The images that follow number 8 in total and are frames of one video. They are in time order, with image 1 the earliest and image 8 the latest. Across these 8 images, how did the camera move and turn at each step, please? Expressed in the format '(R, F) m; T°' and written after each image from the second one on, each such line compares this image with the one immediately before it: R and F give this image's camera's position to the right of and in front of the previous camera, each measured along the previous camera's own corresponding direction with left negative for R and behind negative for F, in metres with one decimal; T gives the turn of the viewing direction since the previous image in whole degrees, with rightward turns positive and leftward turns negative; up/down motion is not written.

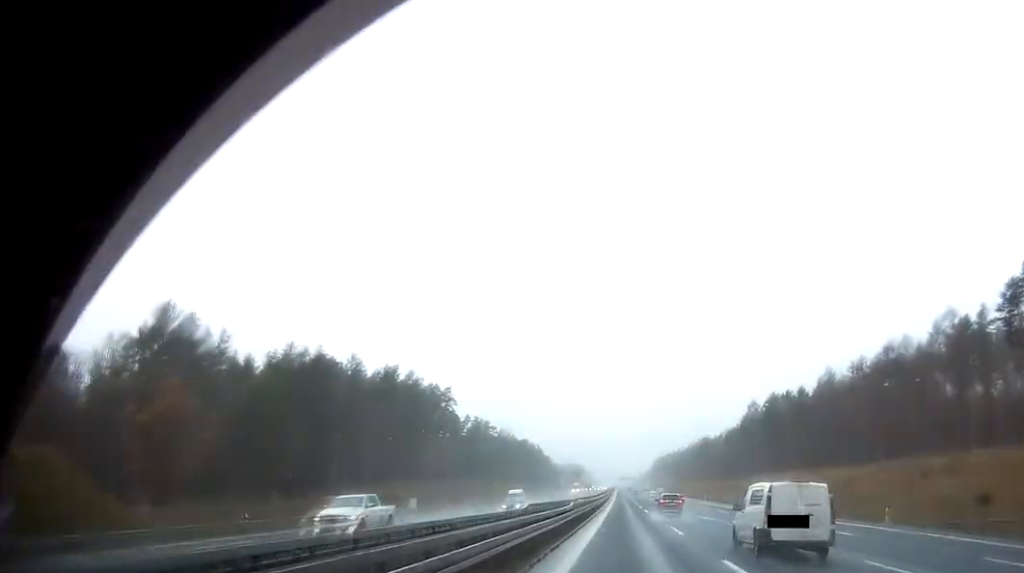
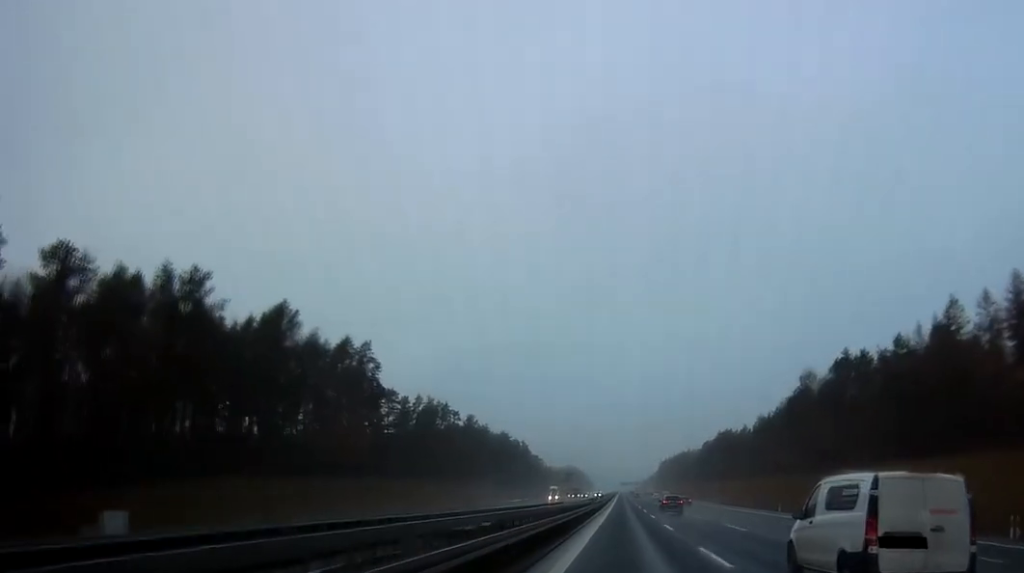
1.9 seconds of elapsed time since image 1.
(+0.2, +66.9) m; 0°
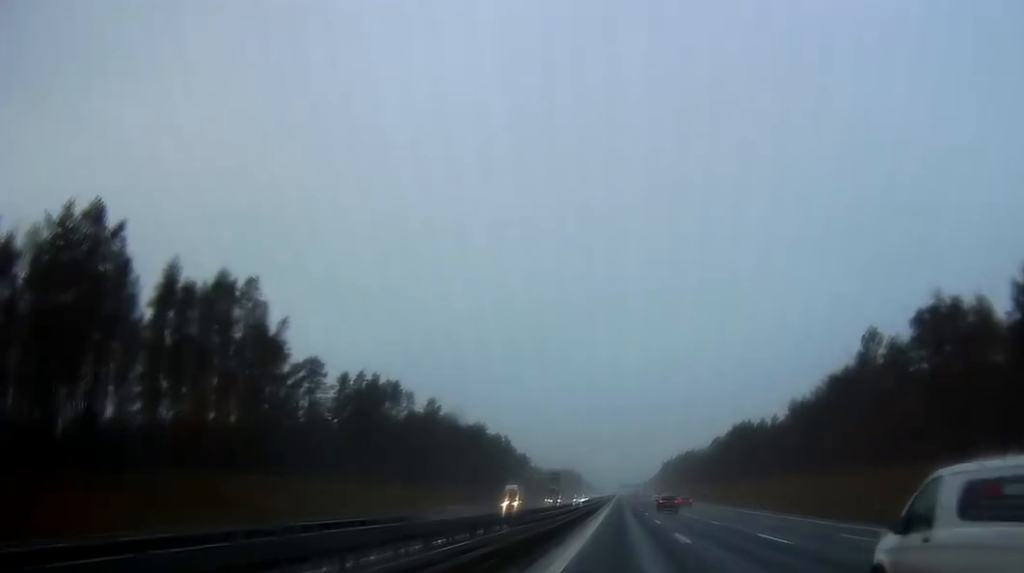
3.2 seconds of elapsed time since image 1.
(-0.1, +44.8) m; 0°
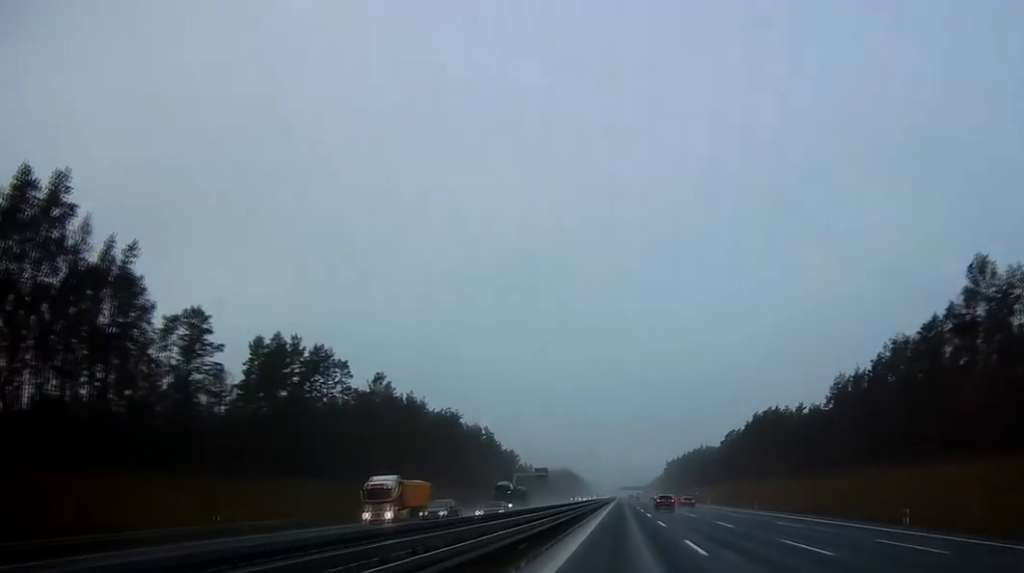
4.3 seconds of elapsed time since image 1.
(+0.1, +41.1) m; 0°
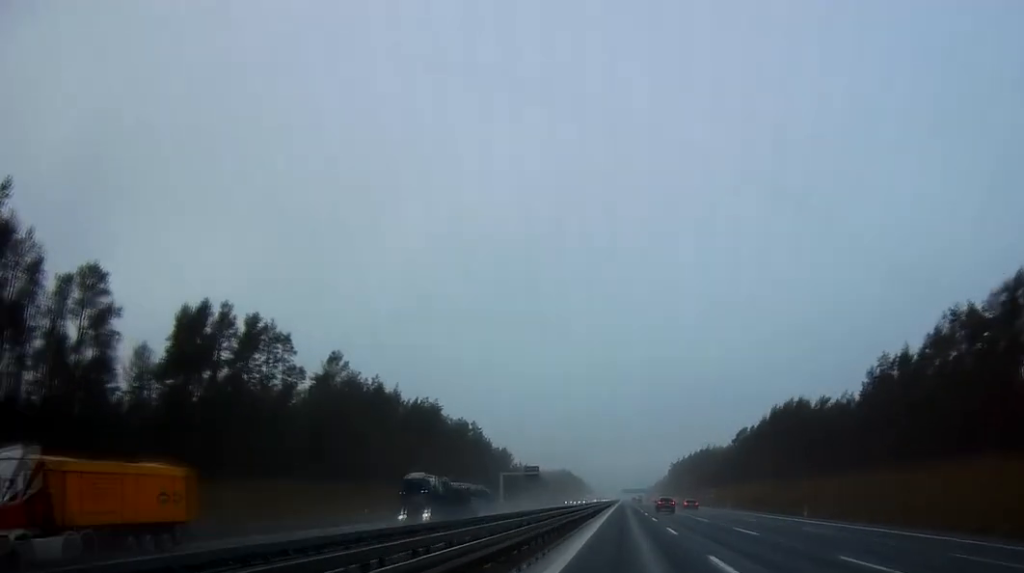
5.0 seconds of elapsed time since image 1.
(-0.1, +24.1) m; 0°
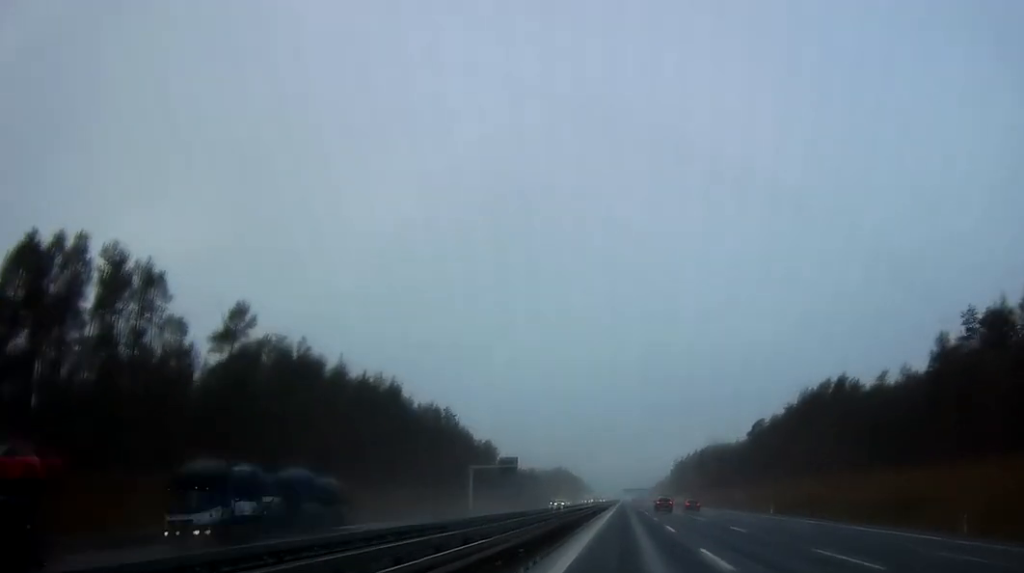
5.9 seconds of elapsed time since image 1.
(0.0, +32.9) m; 0°
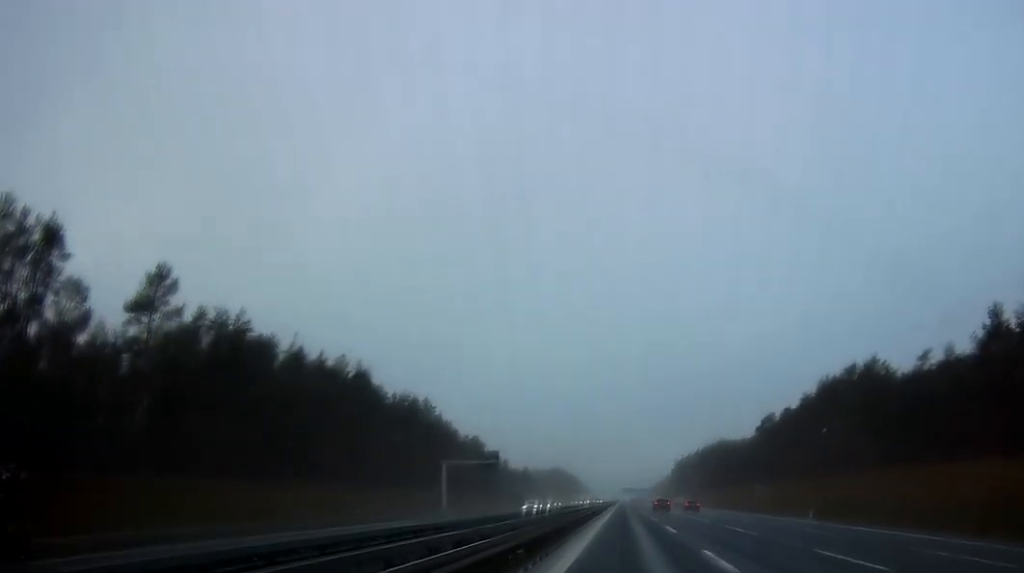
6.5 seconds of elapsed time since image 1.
(0.0, +18.2) m; 0°
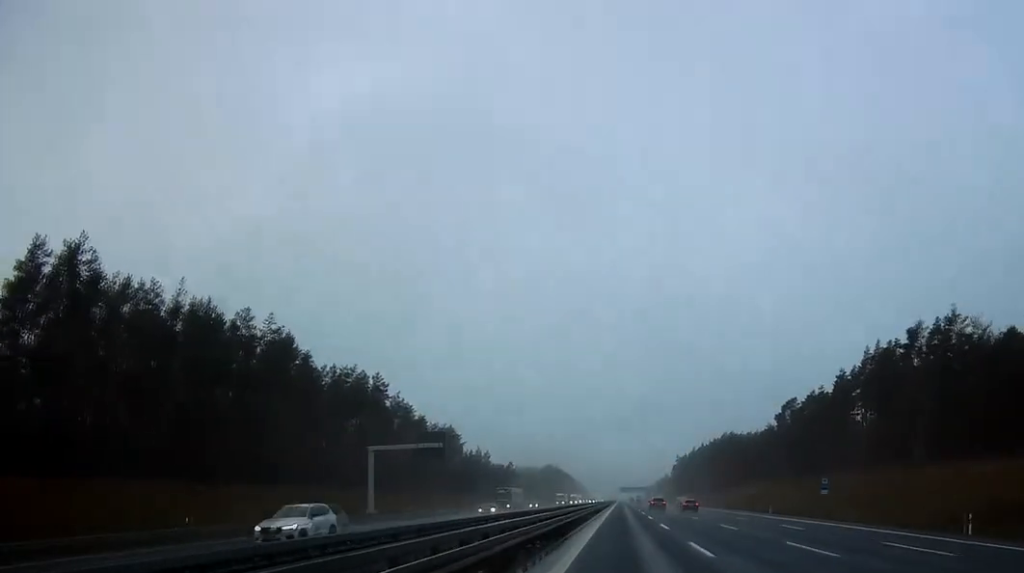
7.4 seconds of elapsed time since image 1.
(-0.1, +31.7) m; 0°
